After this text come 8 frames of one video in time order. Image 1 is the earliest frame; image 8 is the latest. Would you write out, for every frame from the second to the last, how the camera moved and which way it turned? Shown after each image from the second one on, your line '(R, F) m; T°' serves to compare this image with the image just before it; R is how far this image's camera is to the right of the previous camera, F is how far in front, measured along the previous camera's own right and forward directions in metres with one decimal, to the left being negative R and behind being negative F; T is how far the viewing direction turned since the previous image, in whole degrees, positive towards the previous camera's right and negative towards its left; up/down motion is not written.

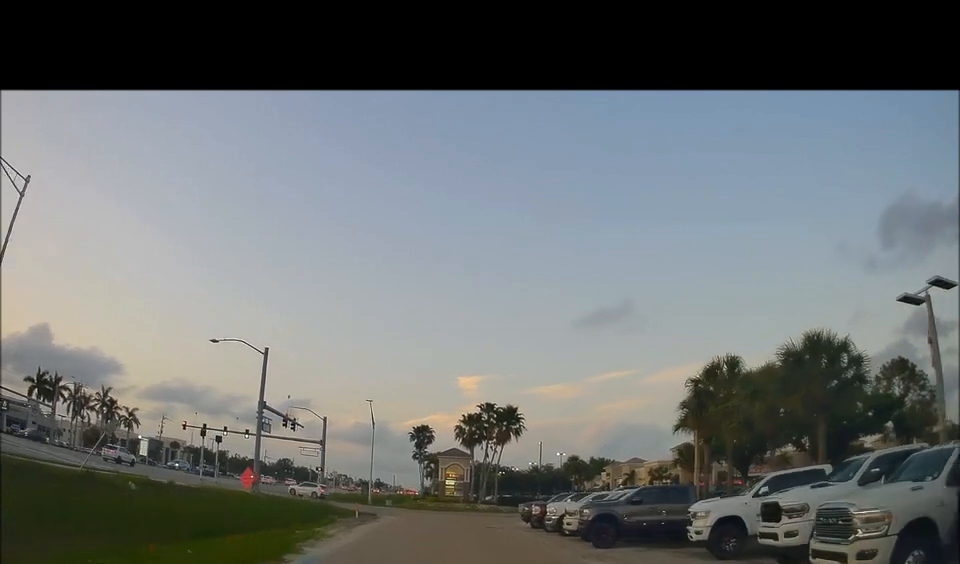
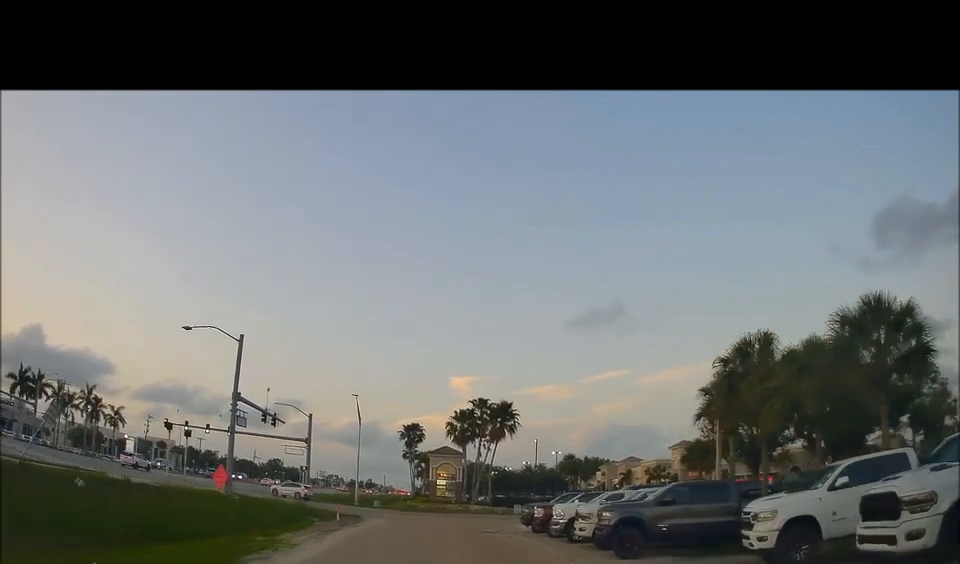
(+0.1, +3.9) m; +2°
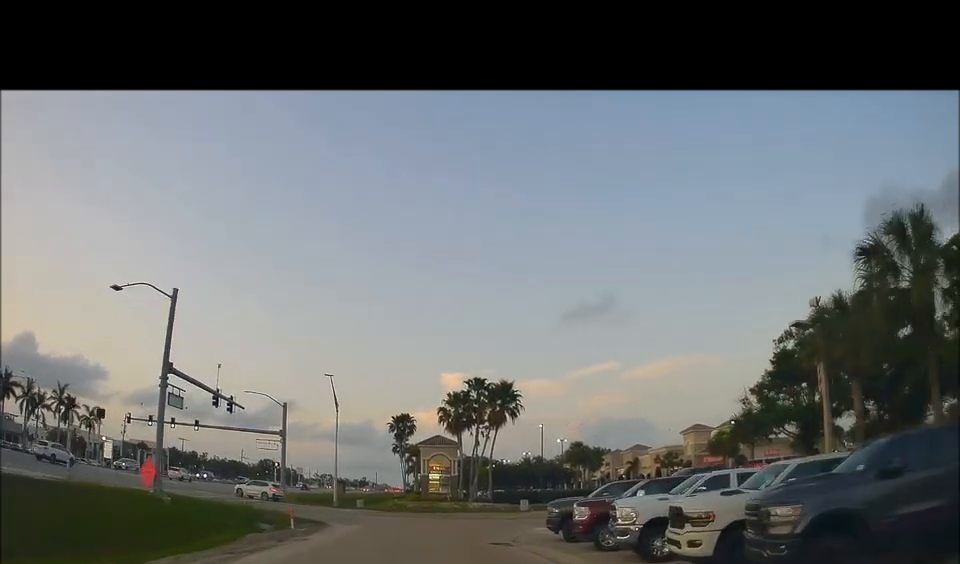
(0.0, +9.5) m; 0°
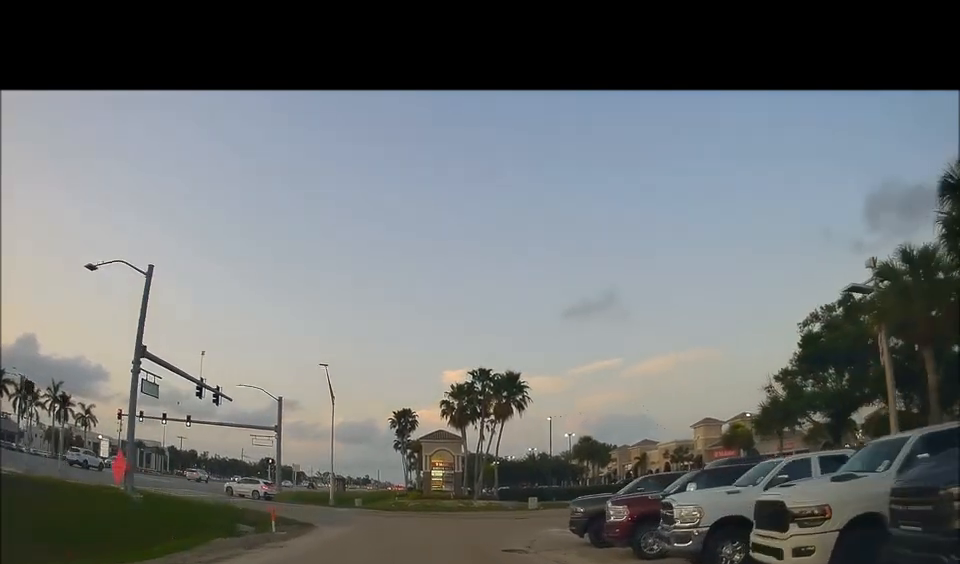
(0.0, +3.4) m; 0°
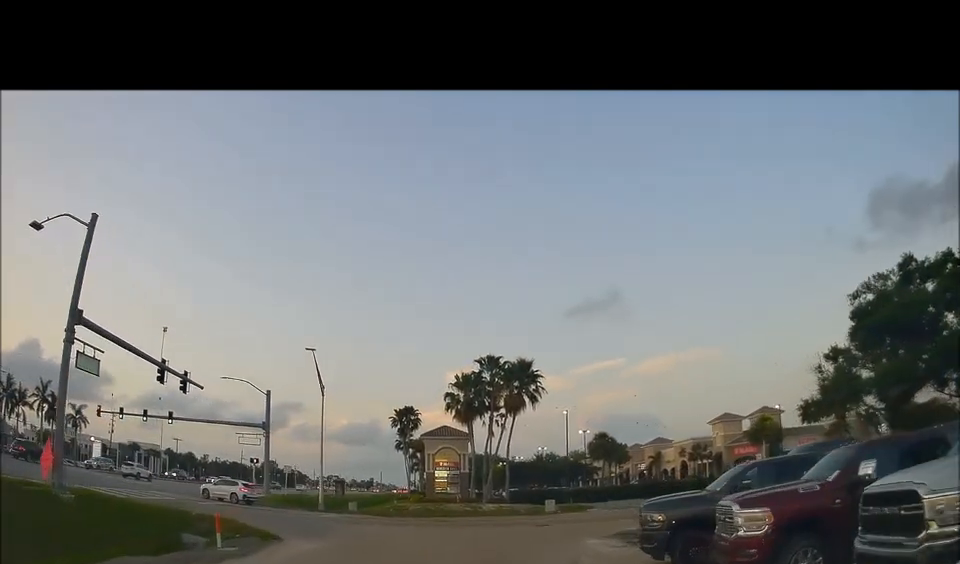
(0.0, +6.3) m; 0°
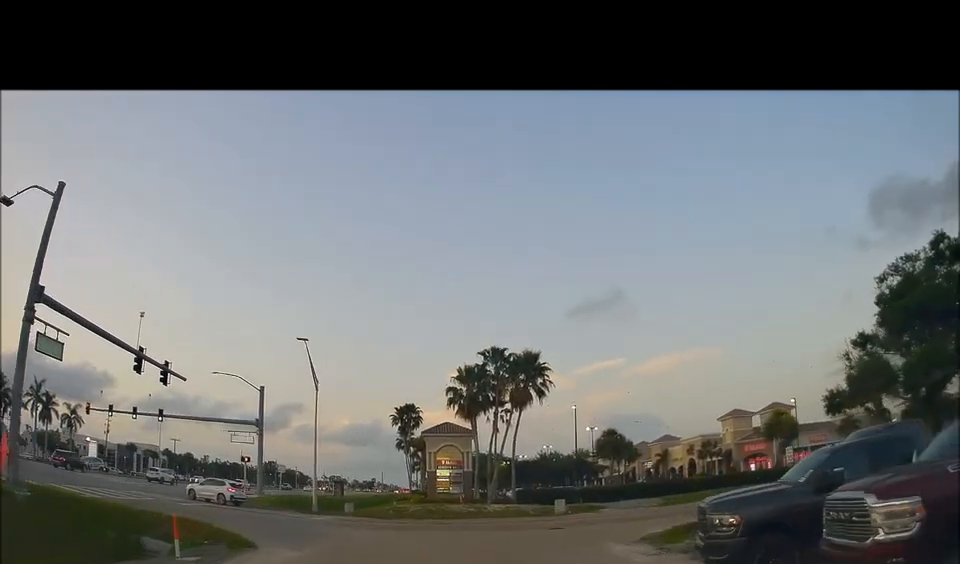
(0.0, +3.2) m; 0°
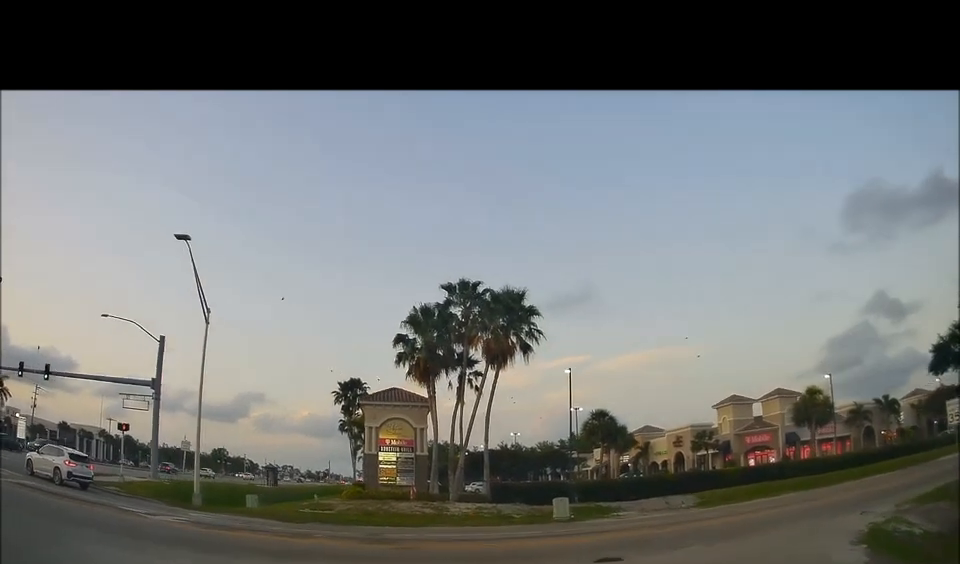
(+1.0, +16.5) m; +3°
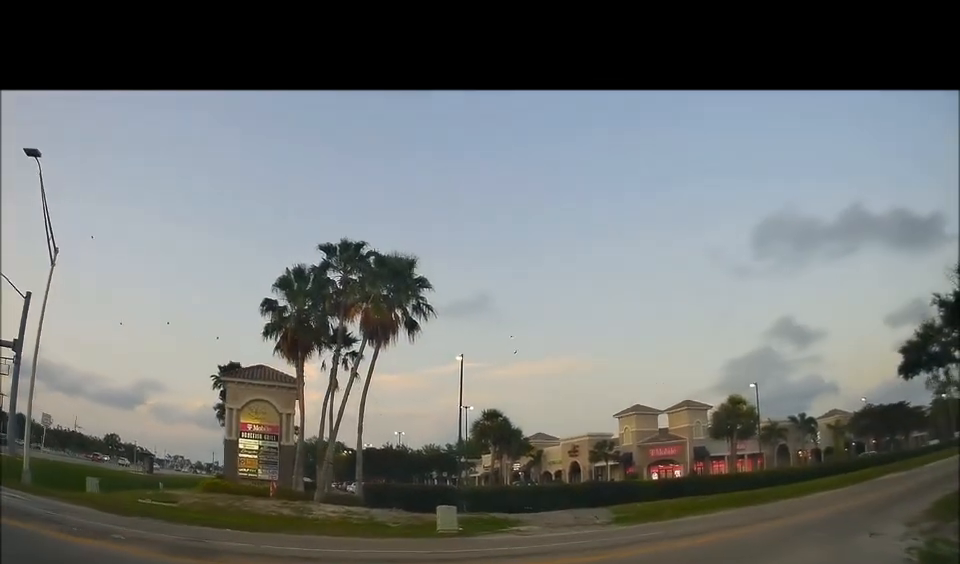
(-0.1, +6.0) m; +2°
